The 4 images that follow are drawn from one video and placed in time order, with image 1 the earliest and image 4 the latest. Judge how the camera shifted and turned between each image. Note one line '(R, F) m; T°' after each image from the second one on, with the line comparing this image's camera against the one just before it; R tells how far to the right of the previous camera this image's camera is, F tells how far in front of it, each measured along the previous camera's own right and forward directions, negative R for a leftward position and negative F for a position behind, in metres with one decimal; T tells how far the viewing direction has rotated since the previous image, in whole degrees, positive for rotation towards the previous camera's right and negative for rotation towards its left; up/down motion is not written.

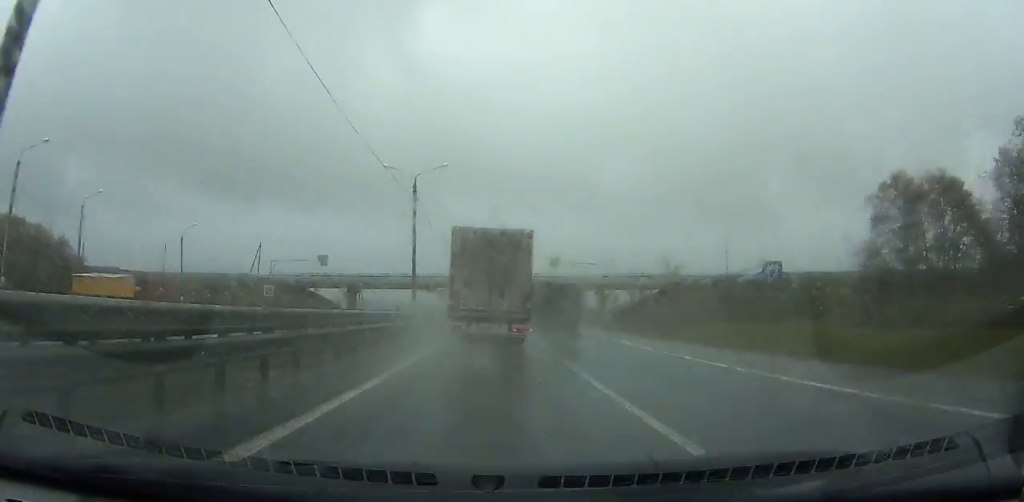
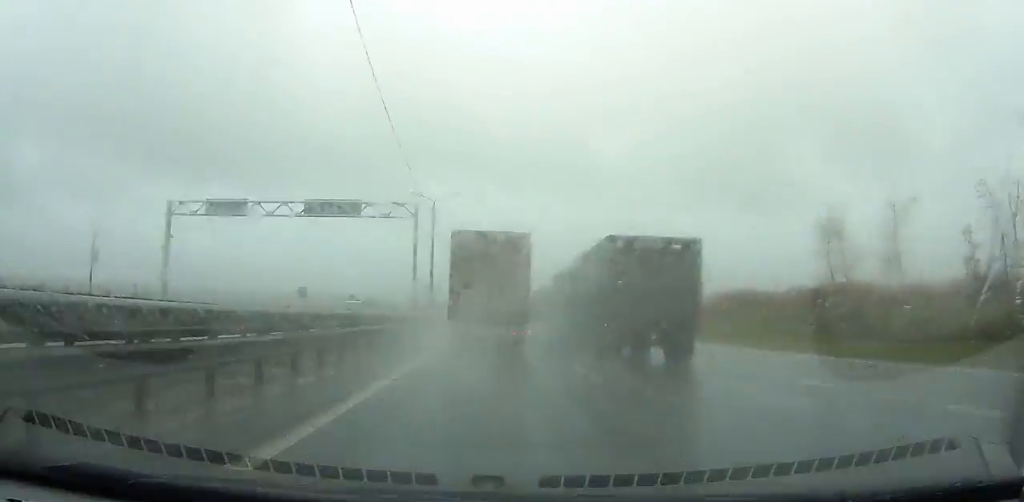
(0.0, +117.8) m; 0°
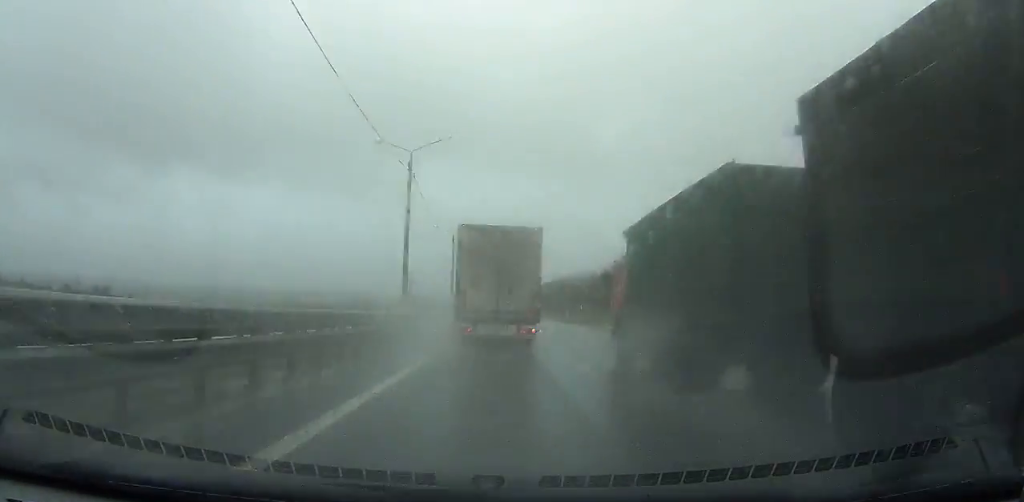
(+0.1, +70.8) m; 0°
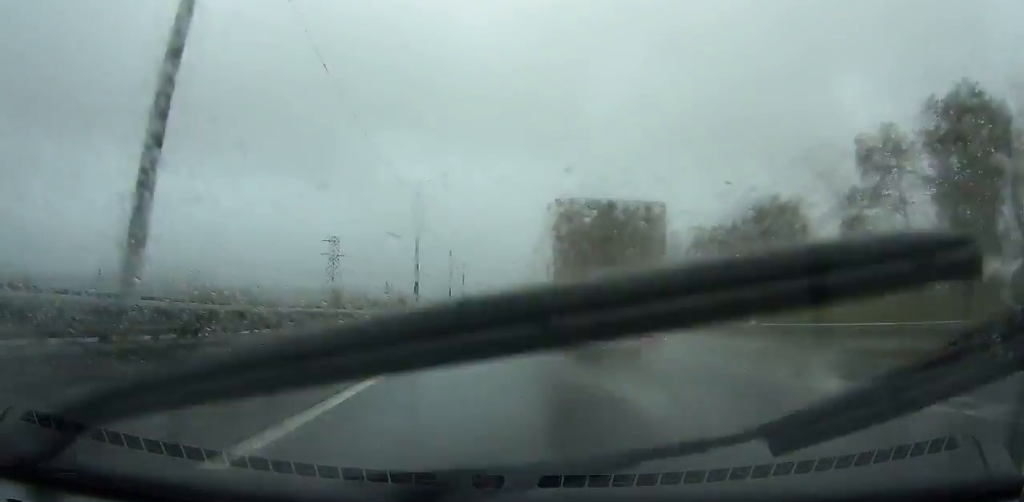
(0.0, +112.3) m; 0°
